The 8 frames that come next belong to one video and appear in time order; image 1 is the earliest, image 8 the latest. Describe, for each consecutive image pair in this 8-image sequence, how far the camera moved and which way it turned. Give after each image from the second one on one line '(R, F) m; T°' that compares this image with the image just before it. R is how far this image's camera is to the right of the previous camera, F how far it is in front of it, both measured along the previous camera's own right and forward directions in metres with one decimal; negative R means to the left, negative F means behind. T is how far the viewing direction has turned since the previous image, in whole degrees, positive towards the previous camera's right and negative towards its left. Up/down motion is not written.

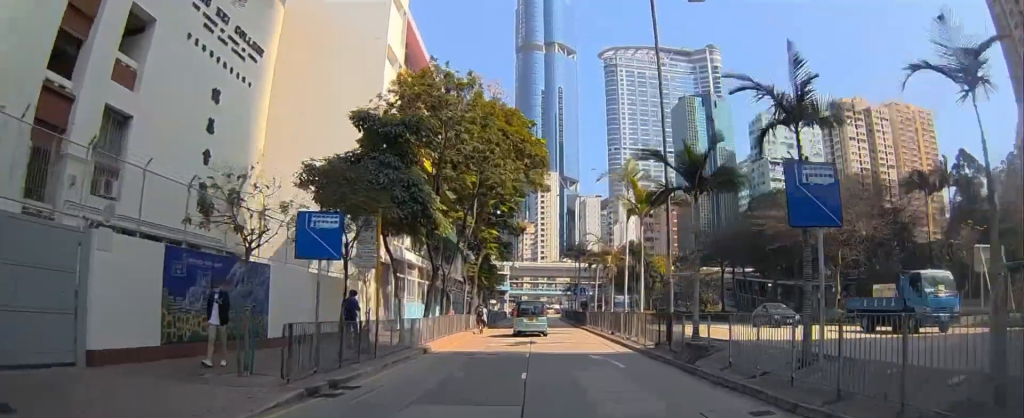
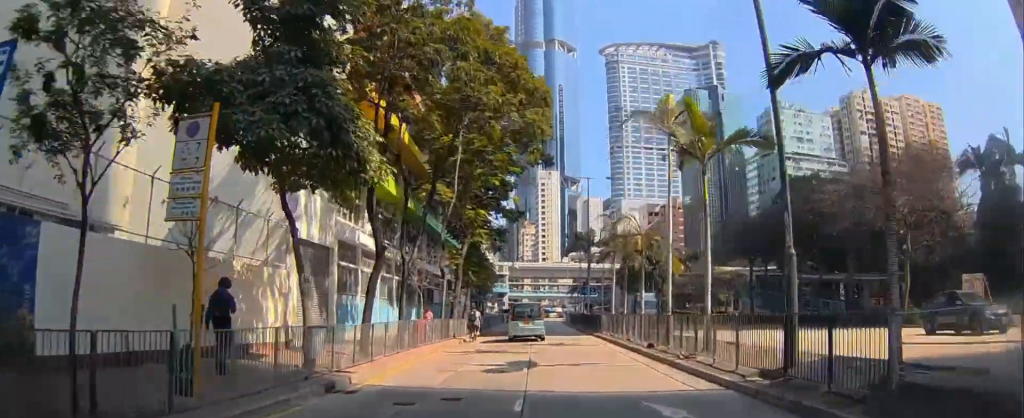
(0.0, +10.6) m; 0°
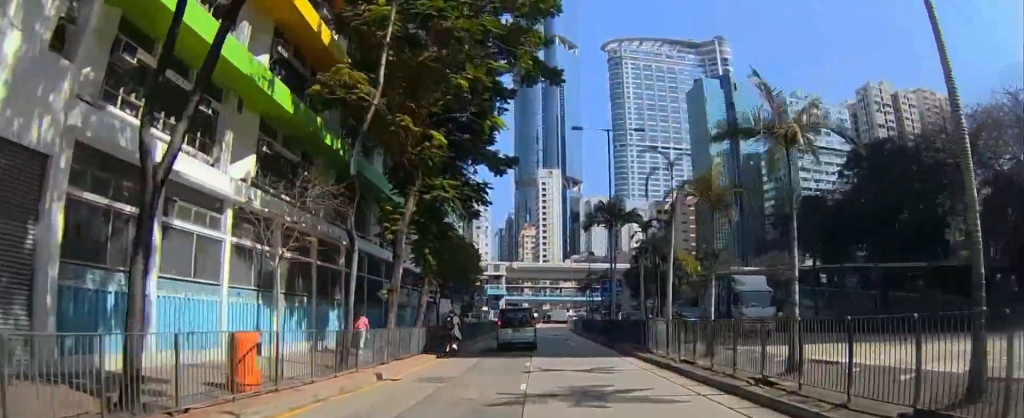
(0.0, +17.8) m; -1°
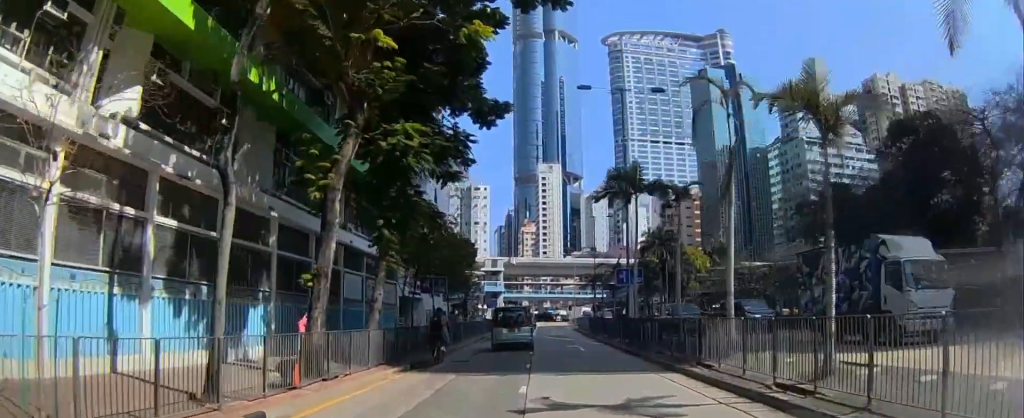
(0.0, +7.2) m; 0°
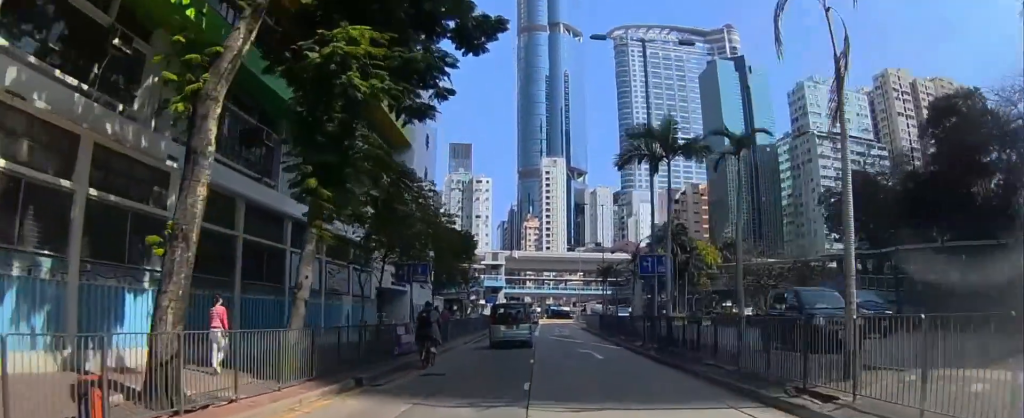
(0.0, +5.3) m; 0°
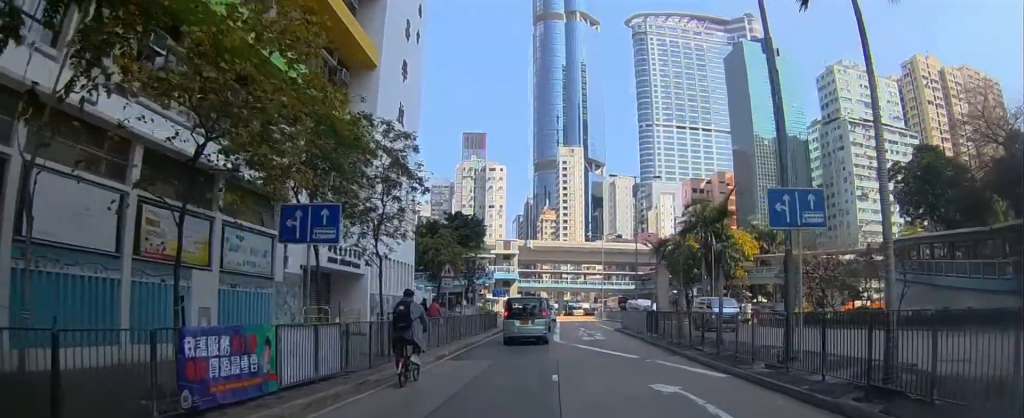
(0.0, +10.2) m; 0°
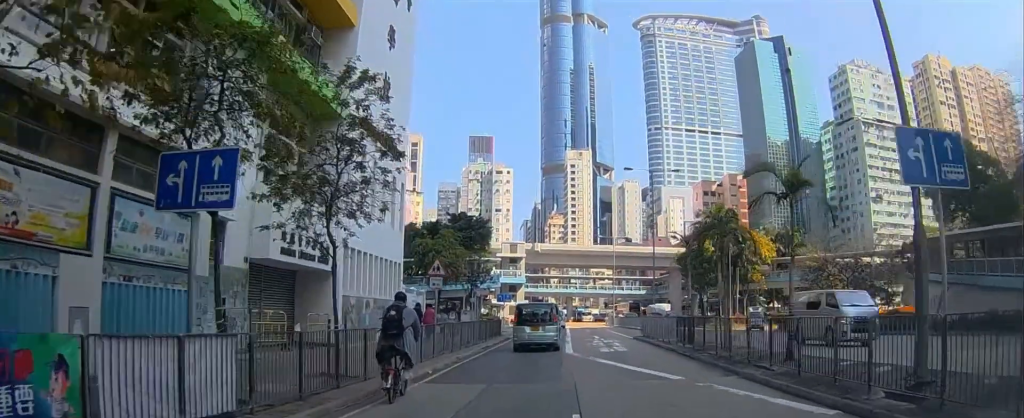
(0.0, +4.3) m; 0°
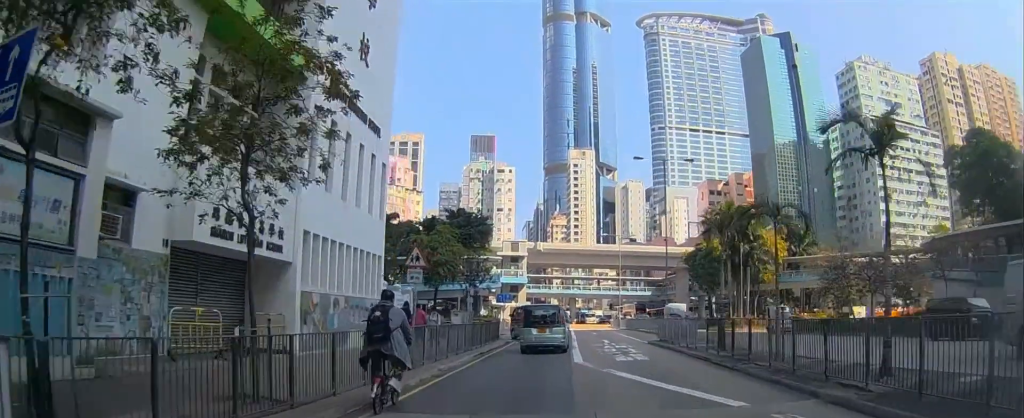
(0.0, +3.7) m; 0°
